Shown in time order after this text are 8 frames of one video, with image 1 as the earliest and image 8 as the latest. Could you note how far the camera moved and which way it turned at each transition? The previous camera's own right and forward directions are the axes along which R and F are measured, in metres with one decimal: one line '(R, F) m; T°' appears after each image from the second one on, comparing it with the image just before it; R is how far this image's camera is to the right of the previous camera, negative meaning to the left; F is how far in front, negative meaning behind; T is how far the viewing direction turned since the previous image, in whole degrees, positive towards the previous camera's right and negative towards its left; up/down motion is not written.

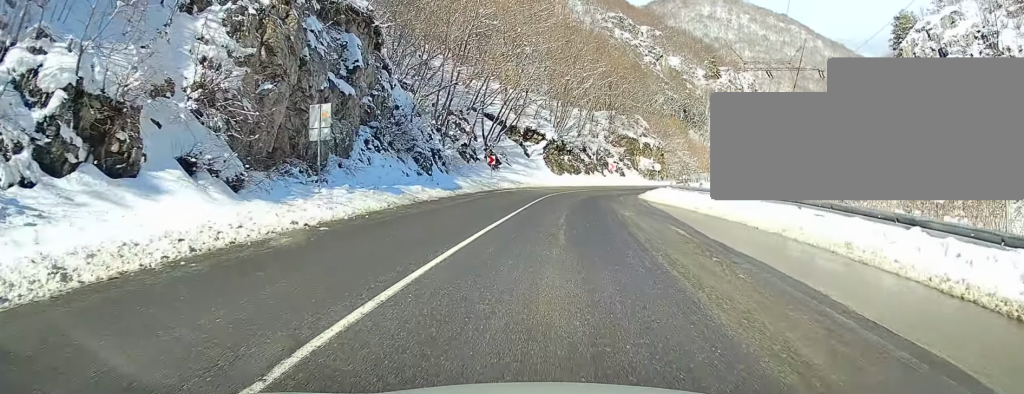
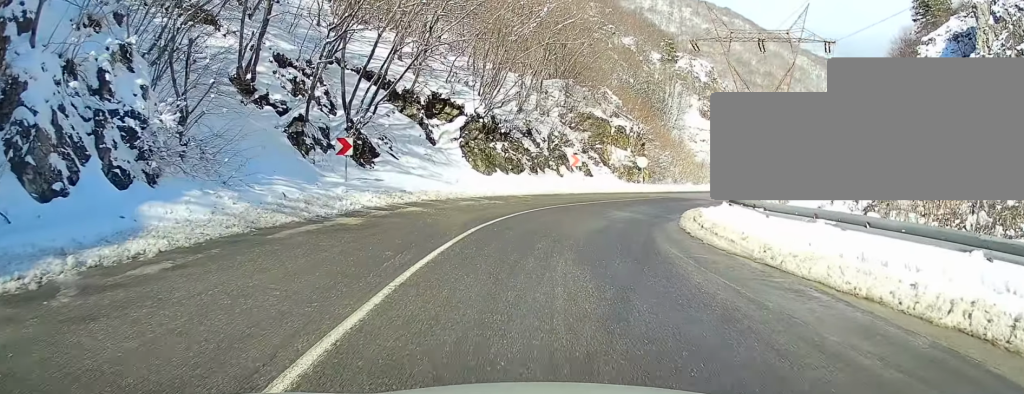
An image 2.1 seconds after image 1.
(+1.4, +25.3) m; +5°
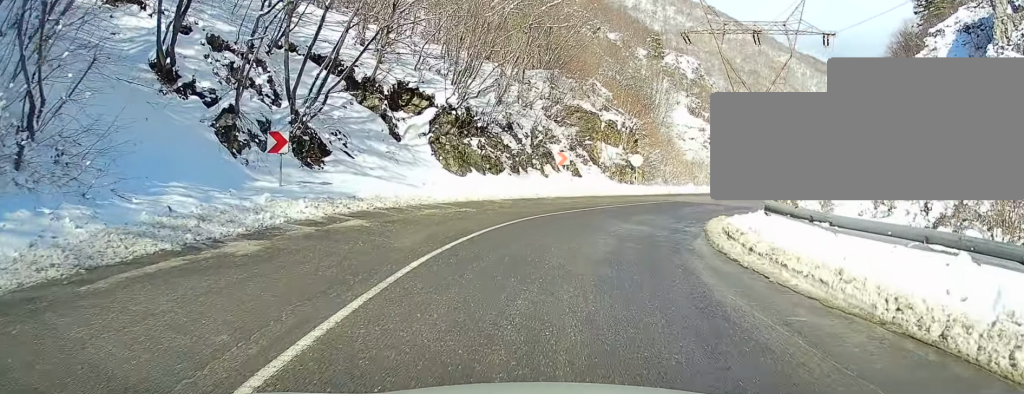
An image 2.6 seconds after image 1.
(0.0, +5.2) m; +1°
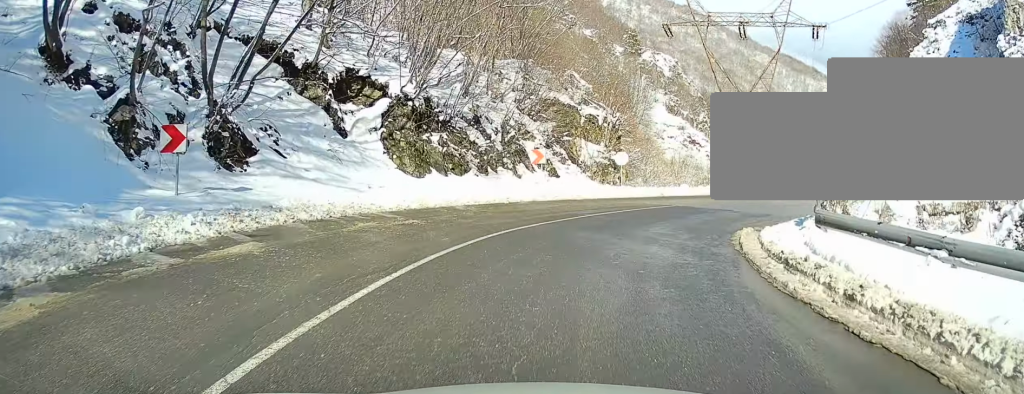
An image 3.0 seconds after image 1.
(0.0, +4.8) m; +2°
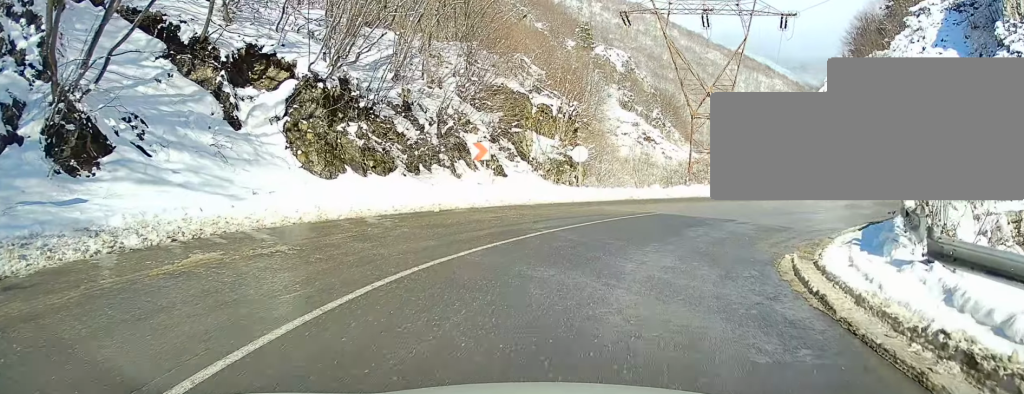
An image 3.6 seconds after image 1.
(0.0, +5.8) m; +3°
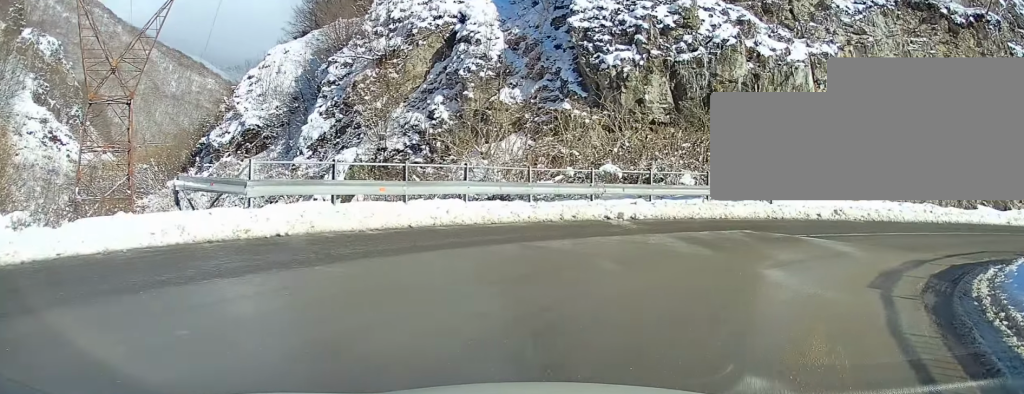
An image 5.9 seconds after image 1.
(+4.1, +22.8) m; +18°
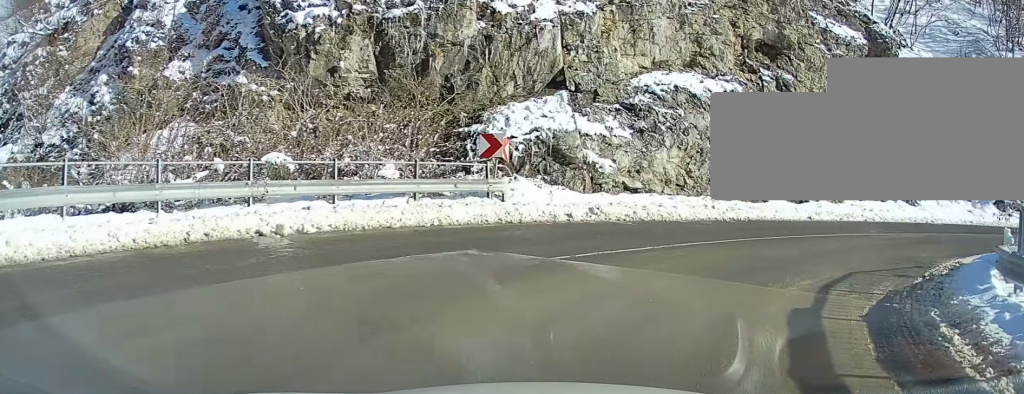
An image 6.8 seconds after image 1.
(+0.3, +7.7) m; +3°
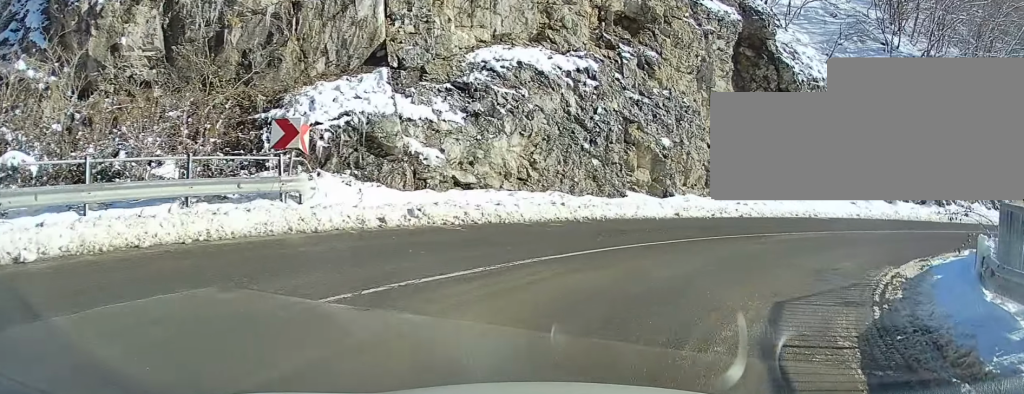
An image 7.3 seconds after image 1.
(0.0, +4.0) m; +1°
